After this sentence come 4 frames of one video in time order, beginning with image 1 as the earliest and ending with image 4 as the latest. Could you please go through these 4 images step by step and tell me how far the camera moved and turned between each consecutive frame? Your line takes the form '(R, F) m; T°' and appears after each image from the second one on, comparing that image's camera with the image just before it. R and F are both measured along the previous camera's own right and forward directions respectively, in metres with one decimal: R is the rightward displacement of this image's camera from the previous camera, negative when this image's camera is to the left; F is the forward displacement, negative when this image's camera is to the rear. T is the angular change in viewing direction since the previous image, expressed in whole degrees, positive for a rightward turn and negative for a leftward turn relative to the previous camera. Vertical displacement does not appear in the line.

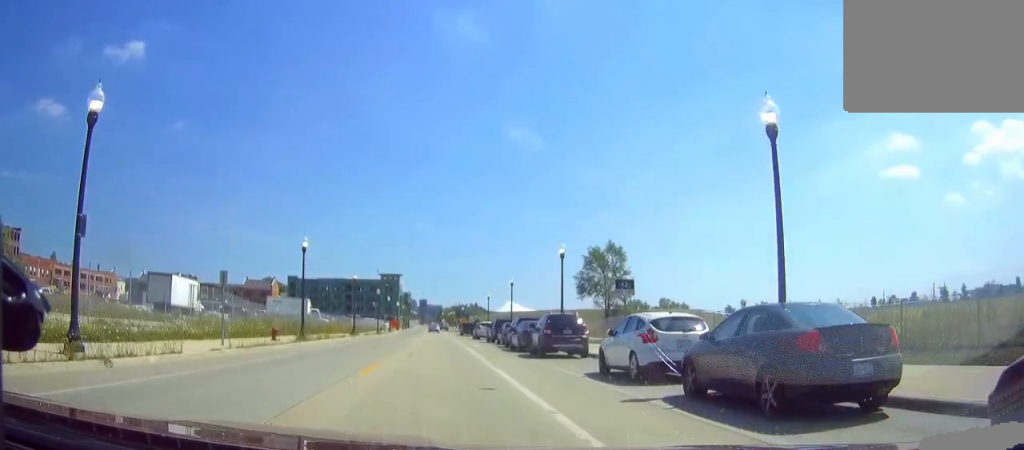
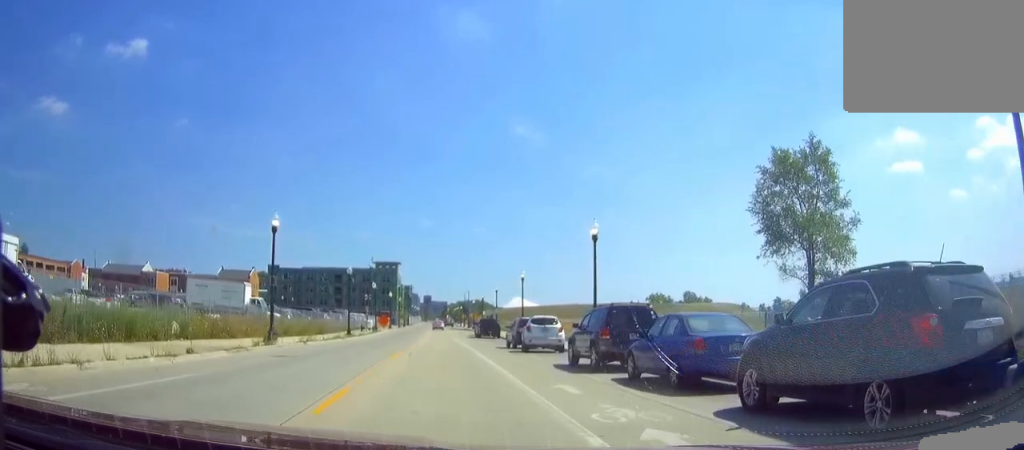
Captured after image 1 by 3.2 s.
(-0.4, +31.2) m; -1°
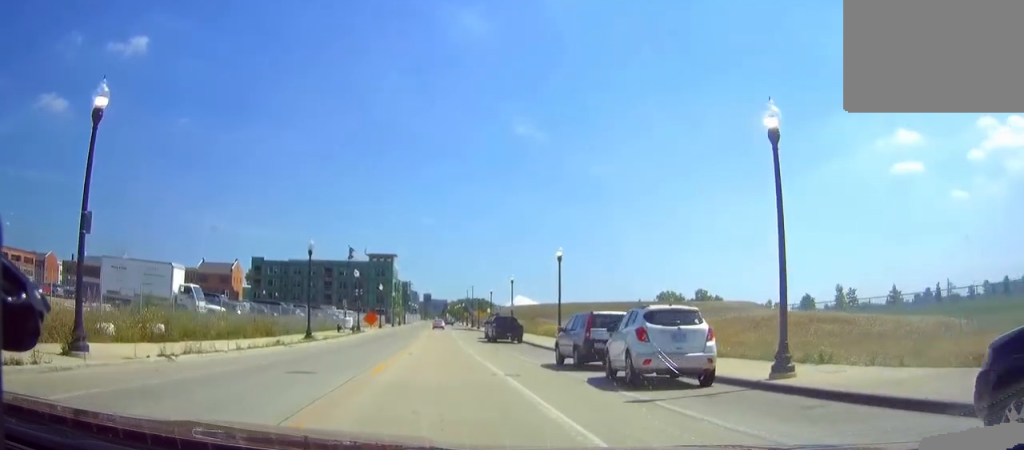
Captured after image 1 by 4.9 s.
(+0.2, +16.8) m; 0°
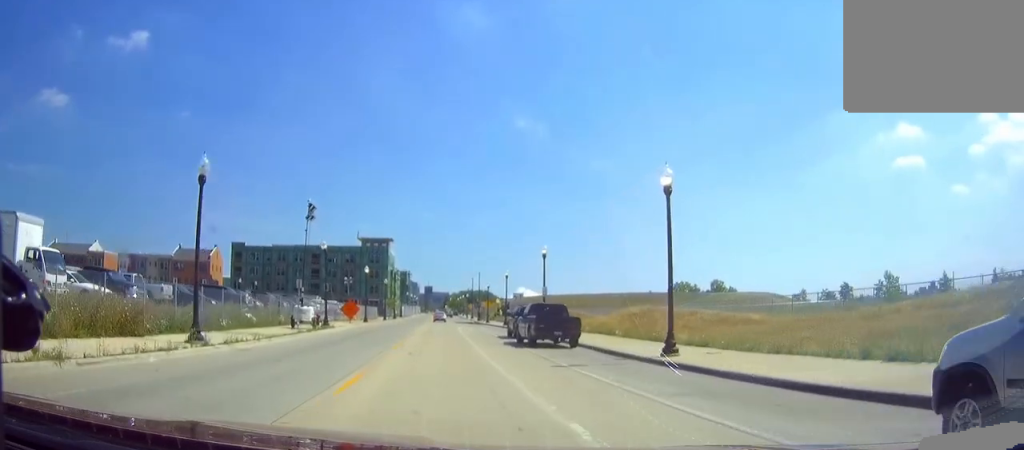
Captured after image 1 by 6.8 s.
(0.0, +17.9) m; +1°
